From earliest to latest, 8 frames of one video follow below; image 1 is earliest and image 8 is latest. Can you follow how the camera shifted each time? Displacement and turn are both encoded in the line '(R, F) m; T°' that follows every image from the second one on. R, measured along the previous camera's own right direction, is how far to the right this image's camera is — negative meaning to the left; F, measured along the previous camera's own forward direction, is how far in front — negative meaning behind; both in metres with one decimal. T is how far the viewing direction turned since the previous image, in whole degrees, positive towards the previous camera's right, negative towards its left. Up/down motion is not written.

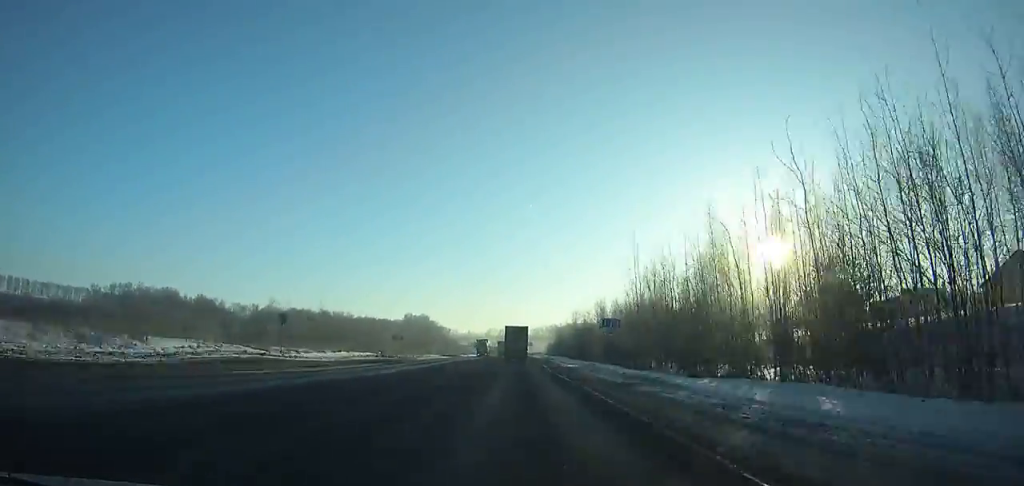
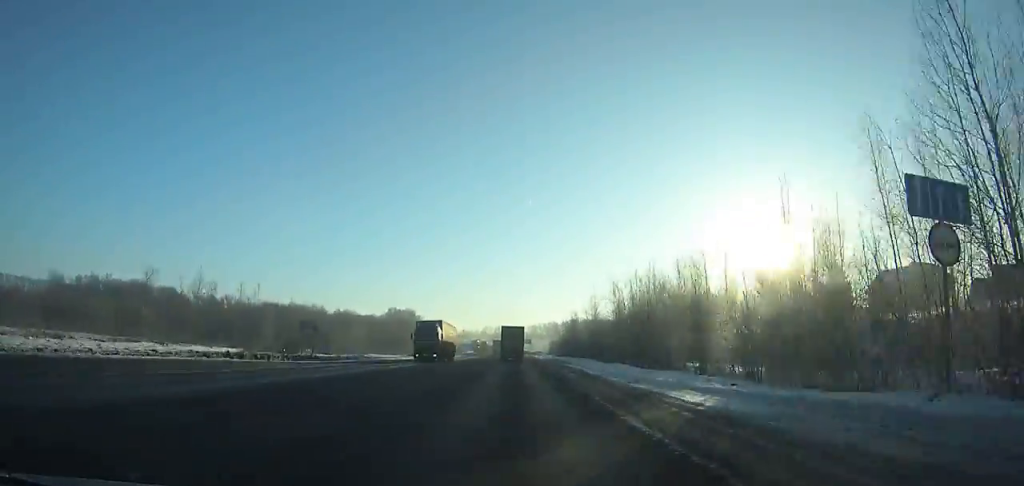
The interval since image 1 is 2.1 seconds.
(-0.1, +37.2) m; 0°
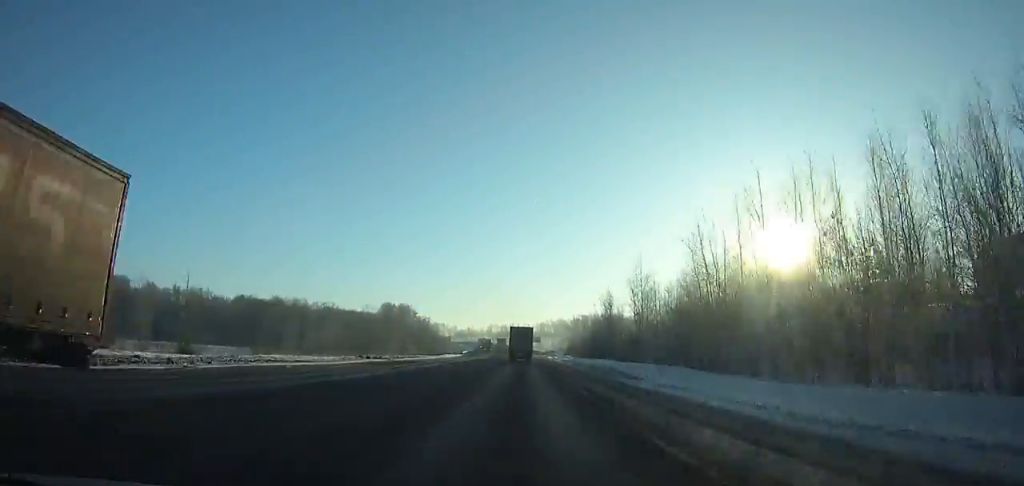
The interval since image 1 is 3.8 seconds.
(0.0, +30.1) m; 0°
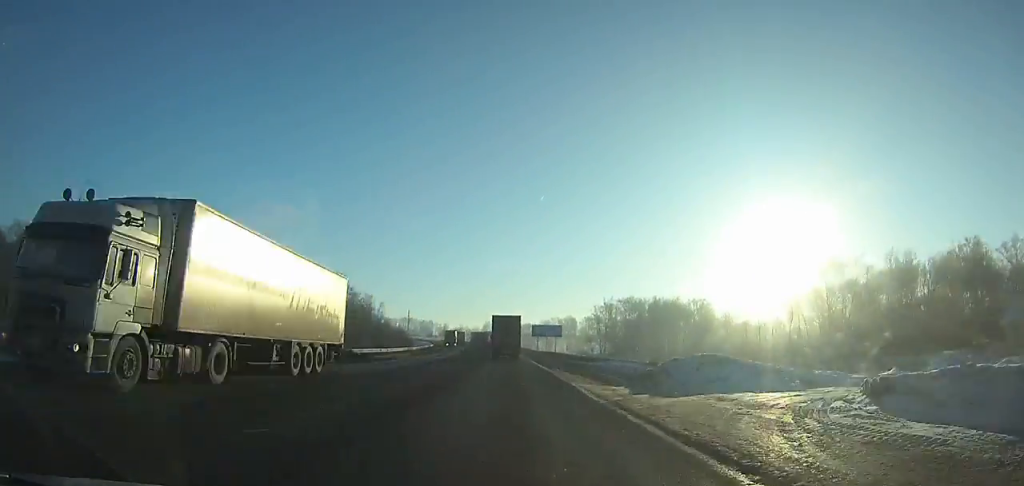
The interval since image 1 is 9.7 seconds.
(-0.5, +104.9) m; -2°
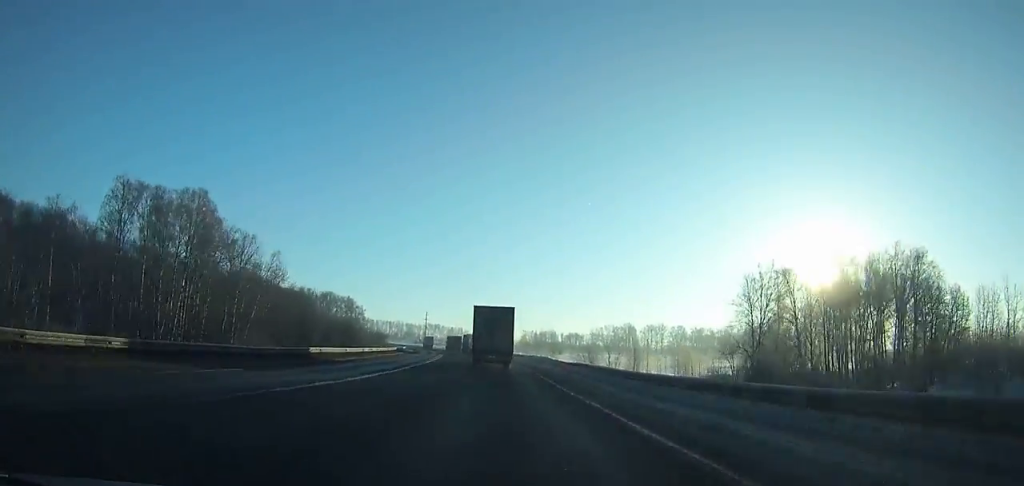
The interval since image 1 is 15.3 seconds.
(-3.0, +97.0) m; -5°
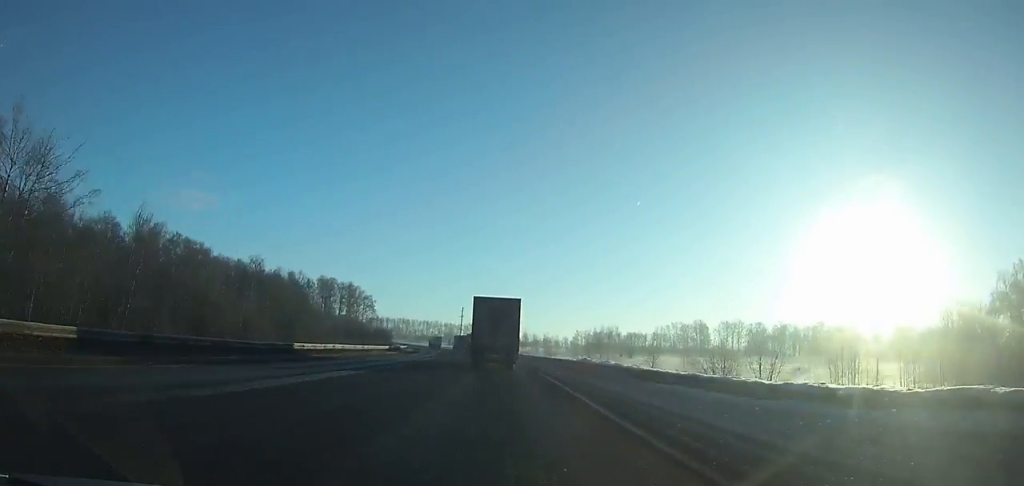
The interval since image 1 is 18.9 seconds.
(-2.9, +59.0) m; -5°
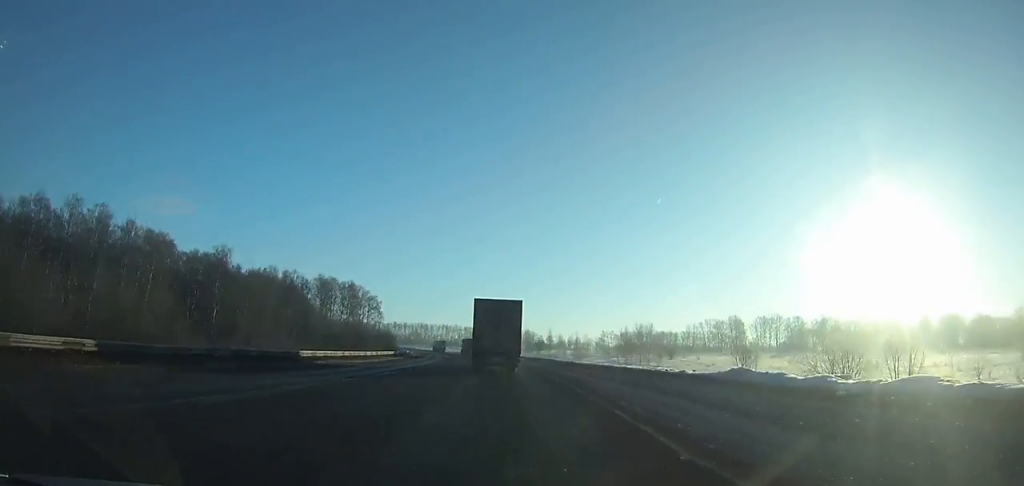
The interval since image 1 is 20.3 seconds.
(-0.4, +22.3) m; -2°
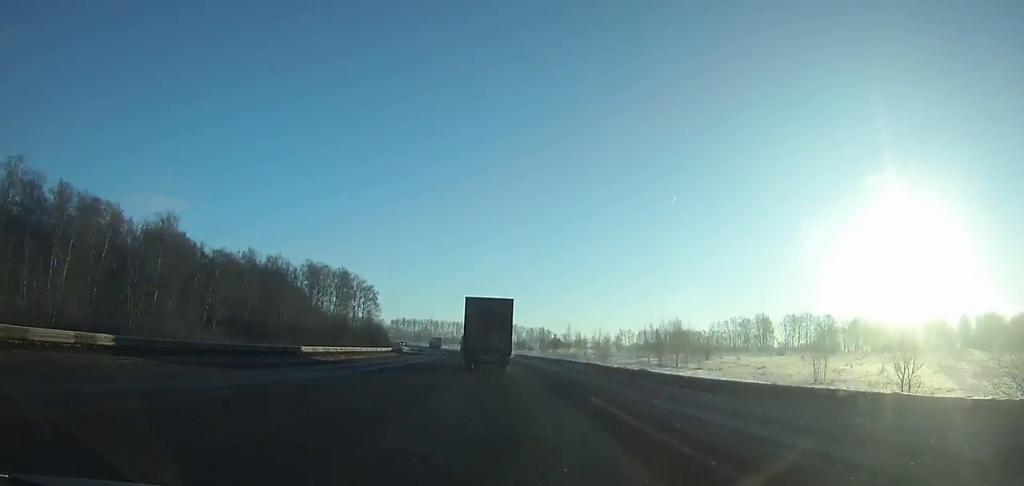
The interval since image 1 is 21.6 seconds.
(-0.3, +20.4) m; -1°
